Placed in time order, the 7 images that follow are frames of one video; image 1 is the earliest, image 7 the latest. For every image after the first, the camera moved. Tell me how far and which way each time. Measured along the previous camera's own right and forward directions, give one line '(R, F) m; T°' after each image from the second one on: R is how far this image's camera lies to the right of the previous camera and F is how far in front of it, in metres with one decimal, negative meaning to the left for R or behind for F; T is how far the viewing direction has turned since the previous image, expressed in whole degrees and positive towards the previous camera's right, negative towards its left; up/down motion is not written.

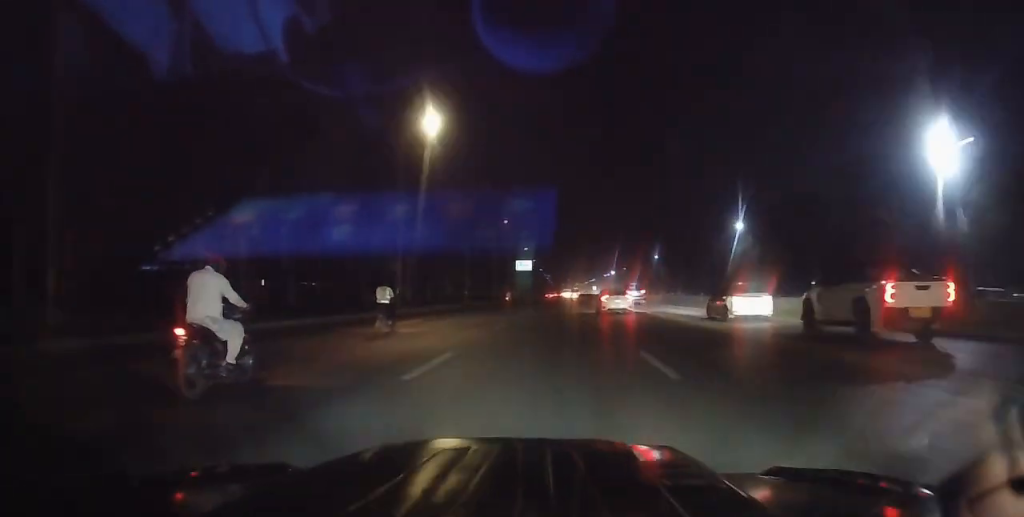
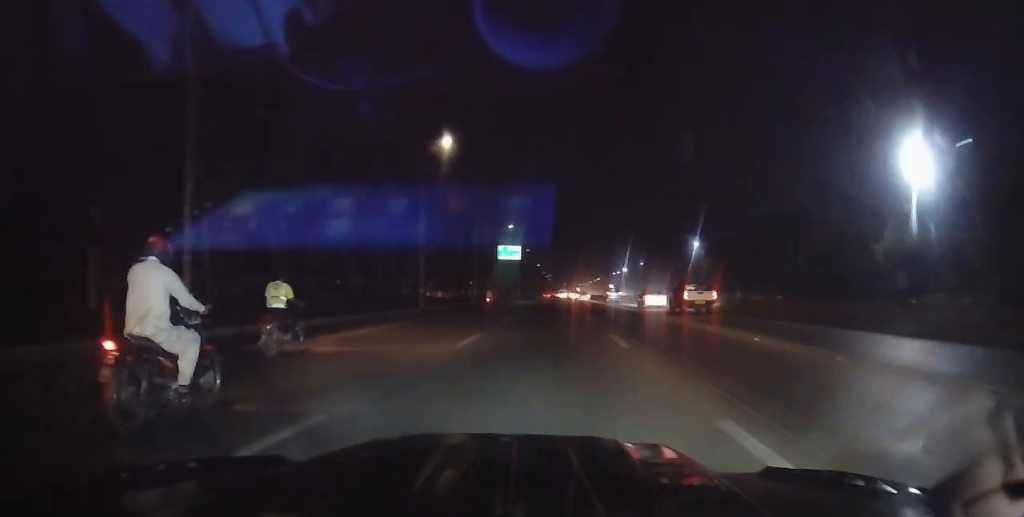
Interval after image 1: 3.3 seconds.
(0.0, +55.1) m; 0°
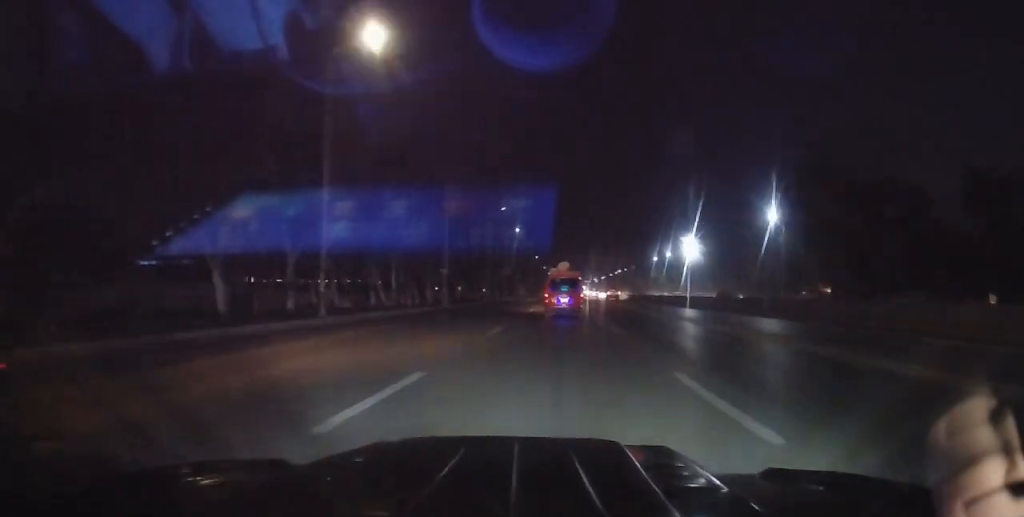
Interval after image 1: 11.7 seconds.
(-0.3, +137.6) m; 0°
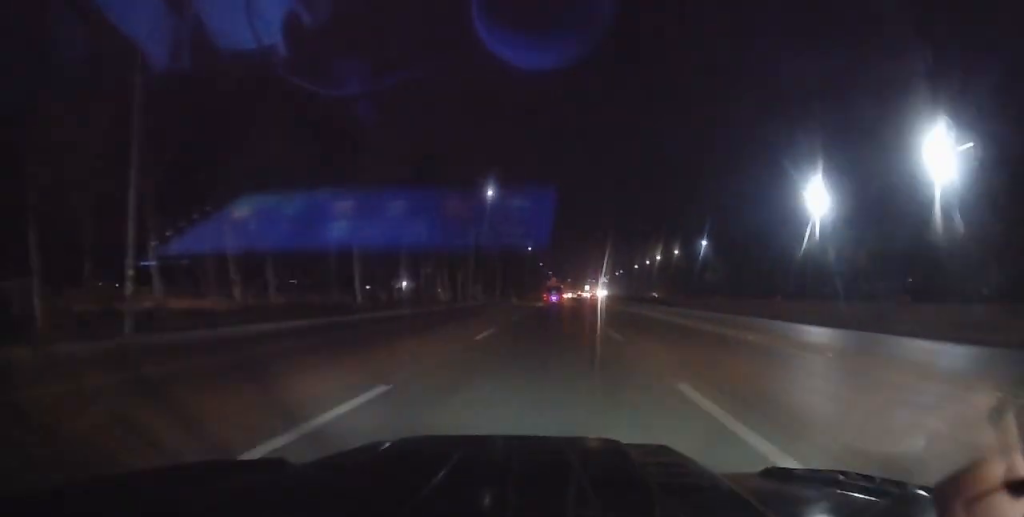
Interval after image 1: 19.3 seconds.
(+0.8, +137.4) m; 0°
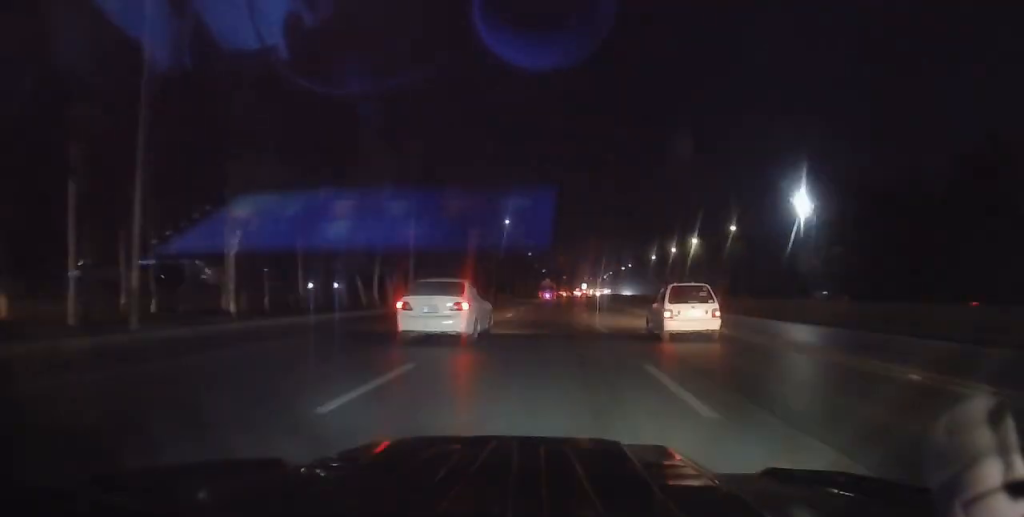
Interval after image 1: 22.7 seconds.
(-0.3, +58.5) m; 0°
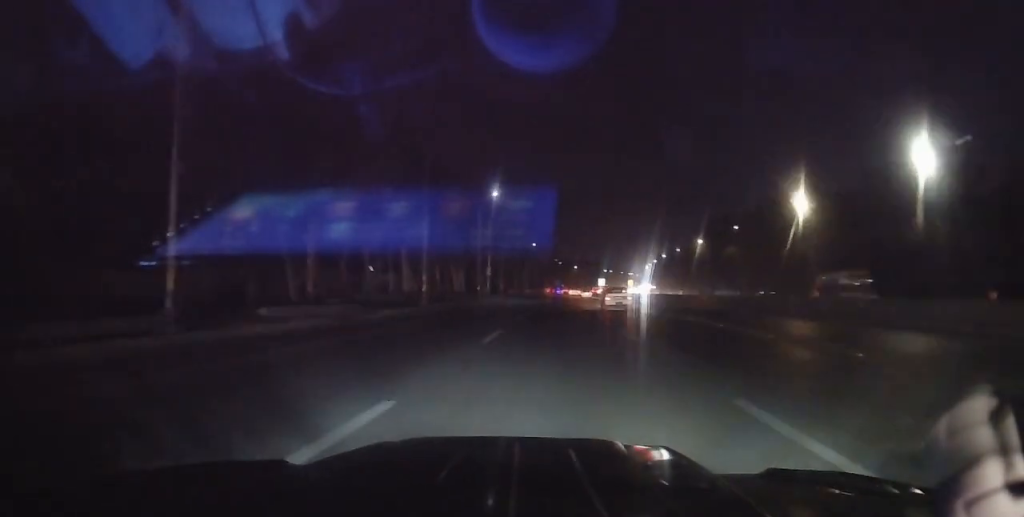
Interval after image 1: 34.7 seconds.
(-0.6, +208.8) m; +1°
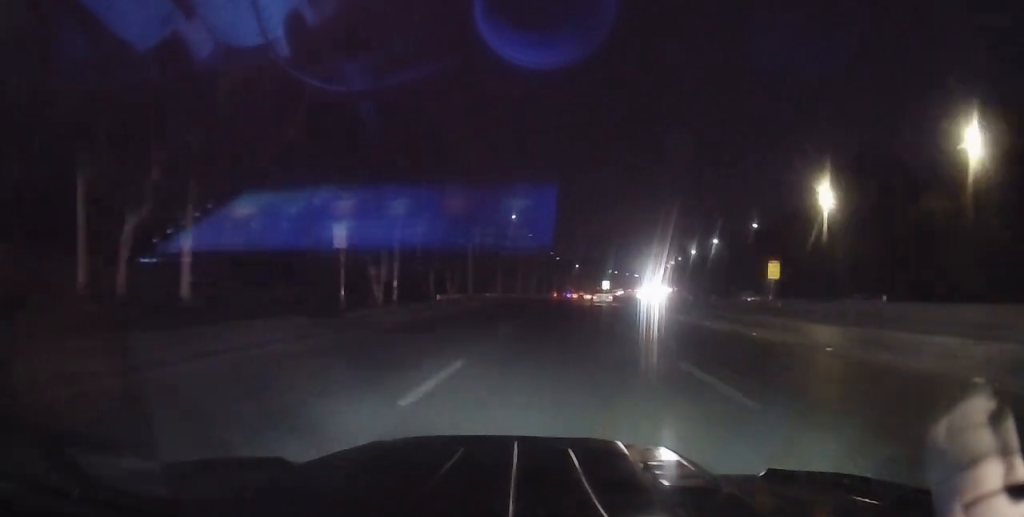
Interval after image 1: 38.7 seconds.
(+0.7, +66.4) m; +1°
